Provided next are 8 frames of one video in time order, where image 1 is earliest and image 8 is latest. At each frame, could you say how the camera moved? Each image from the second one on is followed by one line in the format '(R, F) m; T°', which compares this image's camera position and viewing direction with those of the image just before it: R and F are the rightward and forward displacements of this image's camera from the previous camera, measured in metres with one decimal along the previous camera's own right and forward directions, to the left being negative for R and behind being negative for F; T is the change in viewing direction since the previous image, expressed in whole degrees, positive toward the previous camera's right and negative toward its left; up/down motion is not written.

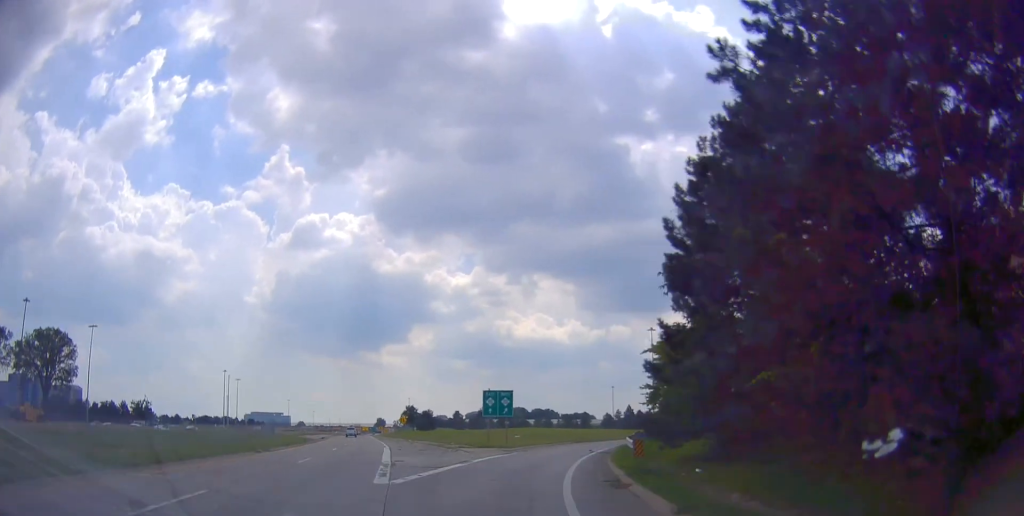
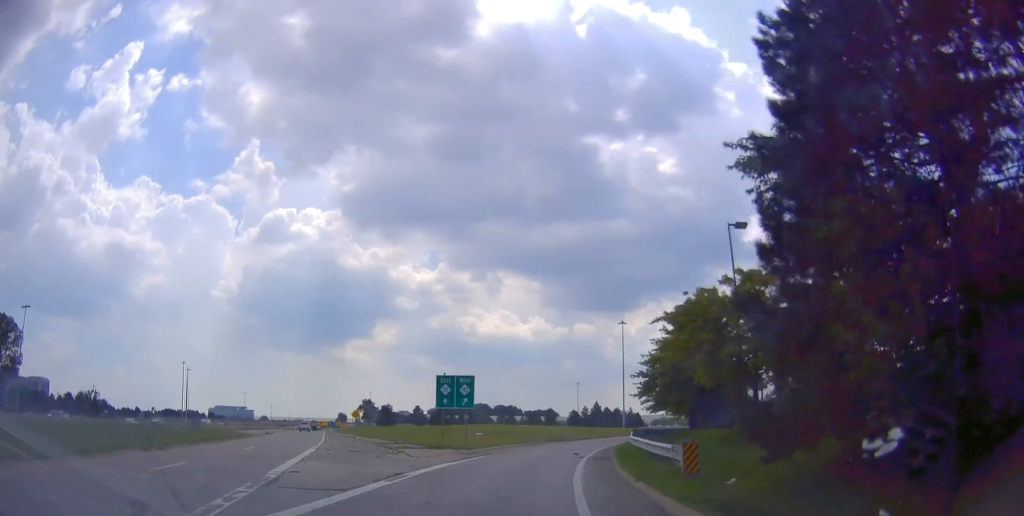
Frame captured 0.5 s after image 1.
(+0.7, +9.0) m; +2°
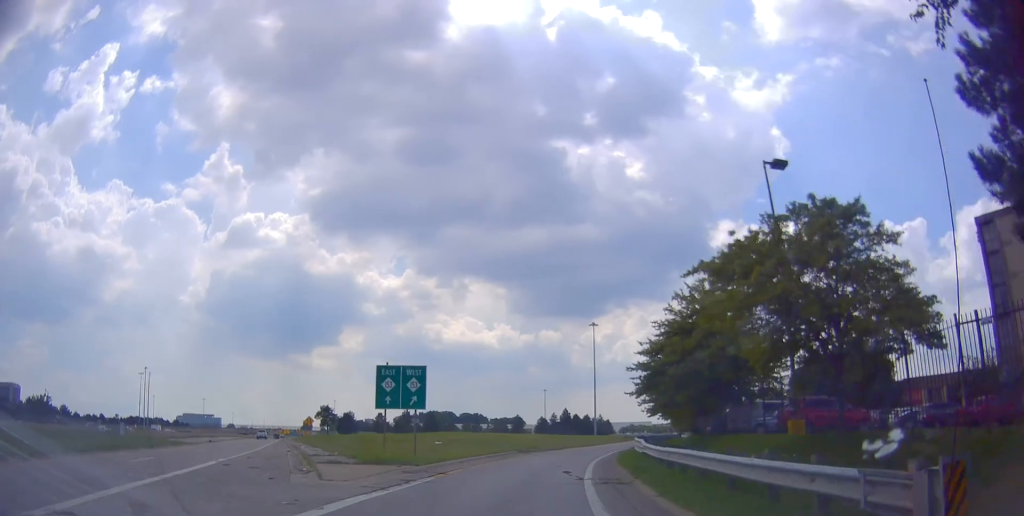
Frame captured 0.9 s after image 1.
(+0.3, +8.4) m; +2°
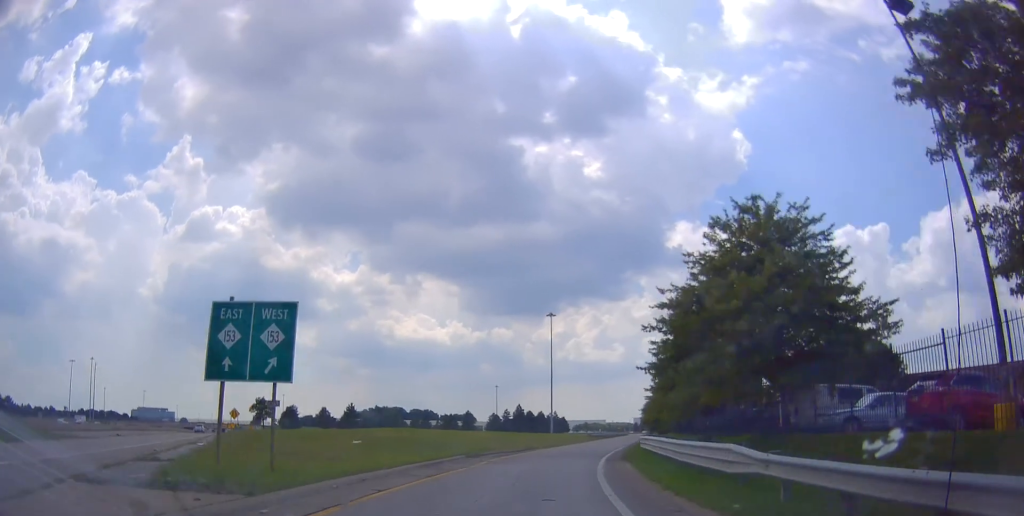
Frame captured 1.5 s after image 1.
(0.0, +12.0) m; +4°
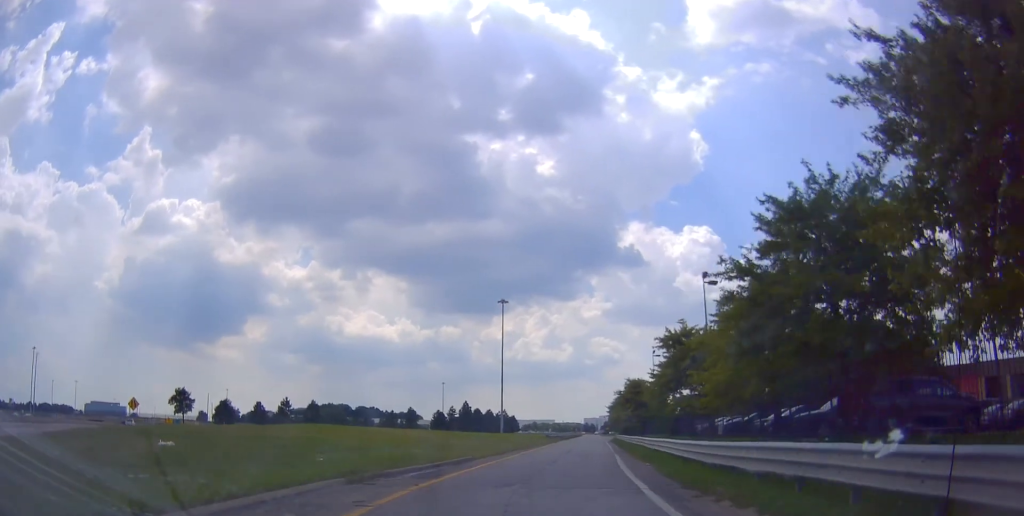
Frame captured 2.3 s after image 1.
(+0.8, +14.9) m; +5°
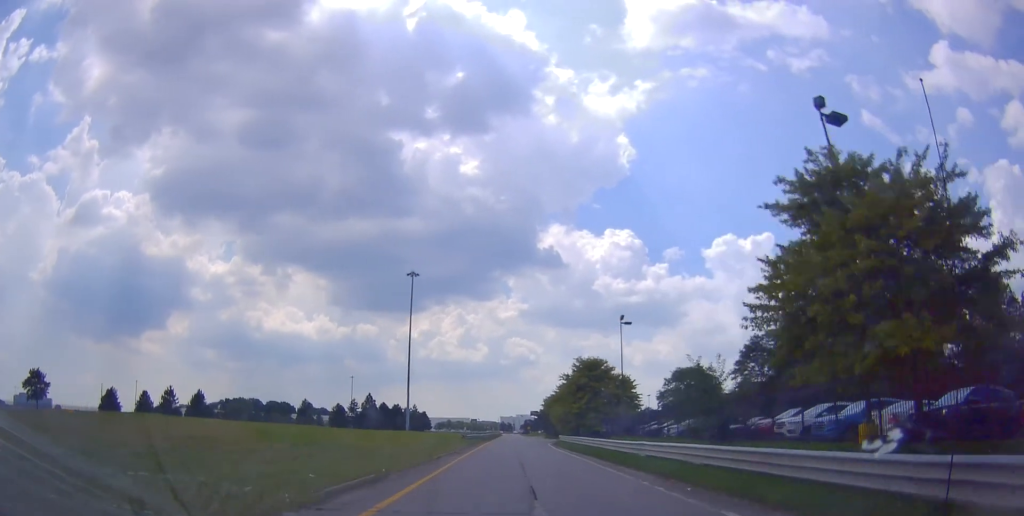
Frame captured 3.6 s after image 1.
(+1.5, +24.3) m; +7°
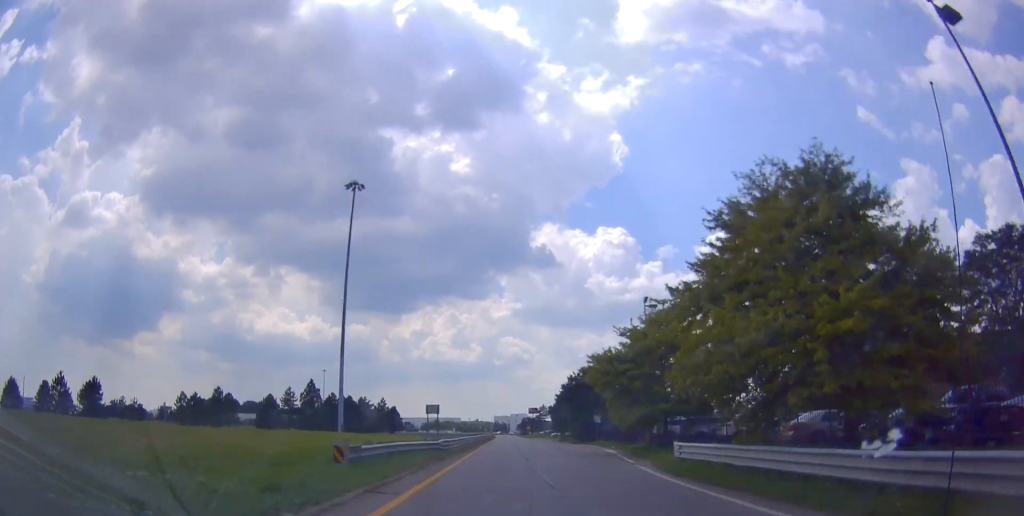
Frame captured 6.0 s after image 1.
(+4.6, +43.5) m; +7°
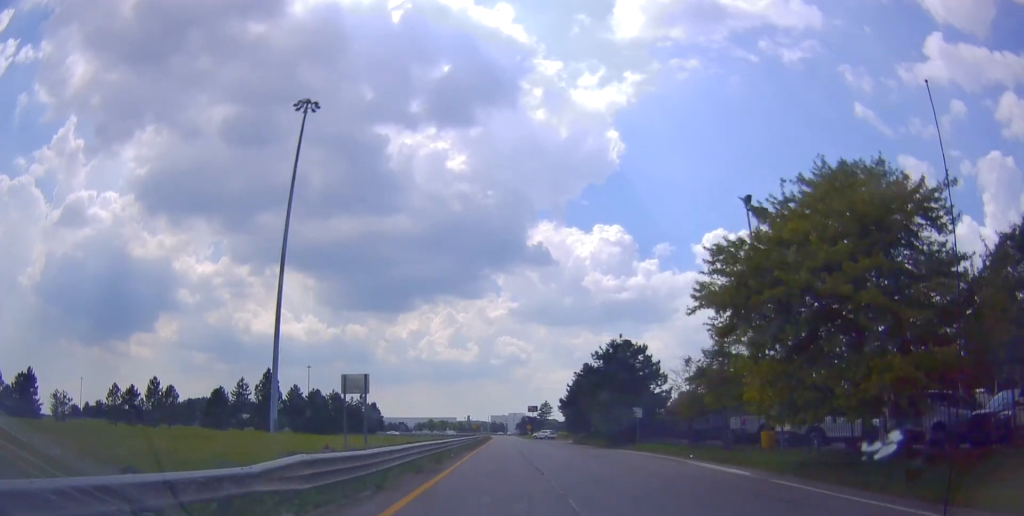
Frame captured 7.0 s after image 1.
(0.0, +20.3) m; 0°
